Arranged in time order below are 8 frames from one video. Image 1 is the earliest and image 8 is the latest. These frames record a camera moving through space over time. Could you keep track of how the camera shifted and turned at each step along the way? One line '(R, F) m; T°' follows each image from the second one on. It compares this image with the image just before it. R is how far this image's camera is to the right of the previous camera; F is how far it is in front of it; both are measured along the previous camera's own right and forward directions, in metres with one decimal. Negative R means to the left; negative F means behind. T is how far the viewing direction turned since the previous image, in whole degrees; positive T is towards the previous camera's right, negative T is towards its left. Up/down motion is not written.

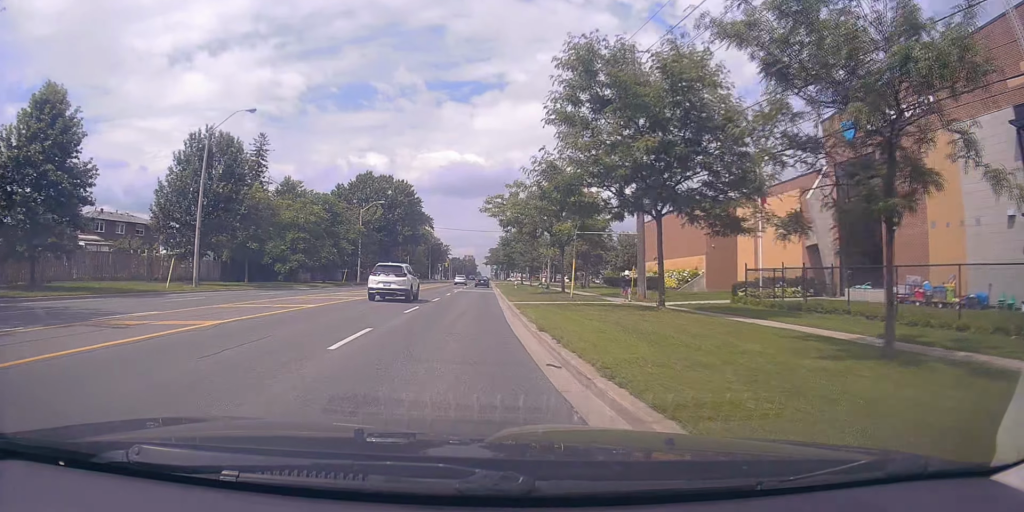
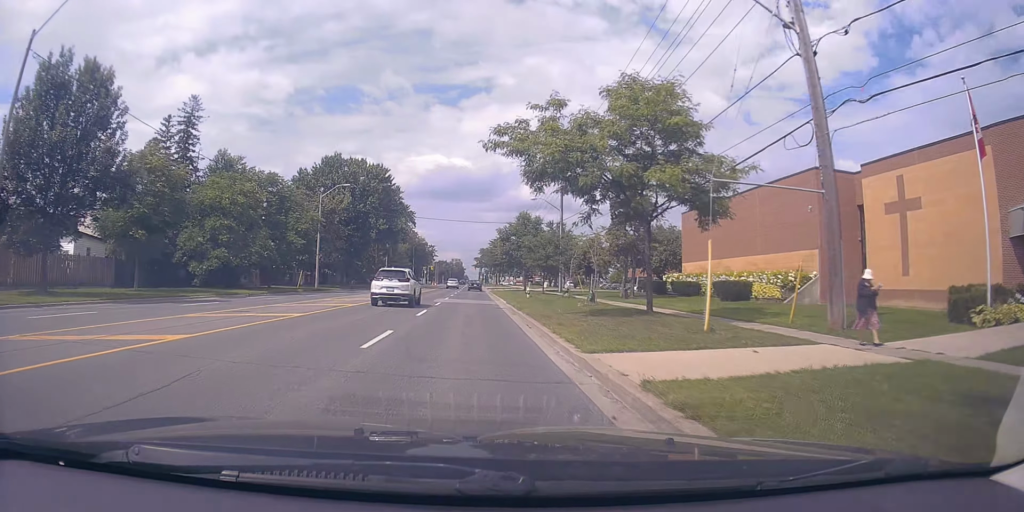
(0.0, +17.2) m; 0°
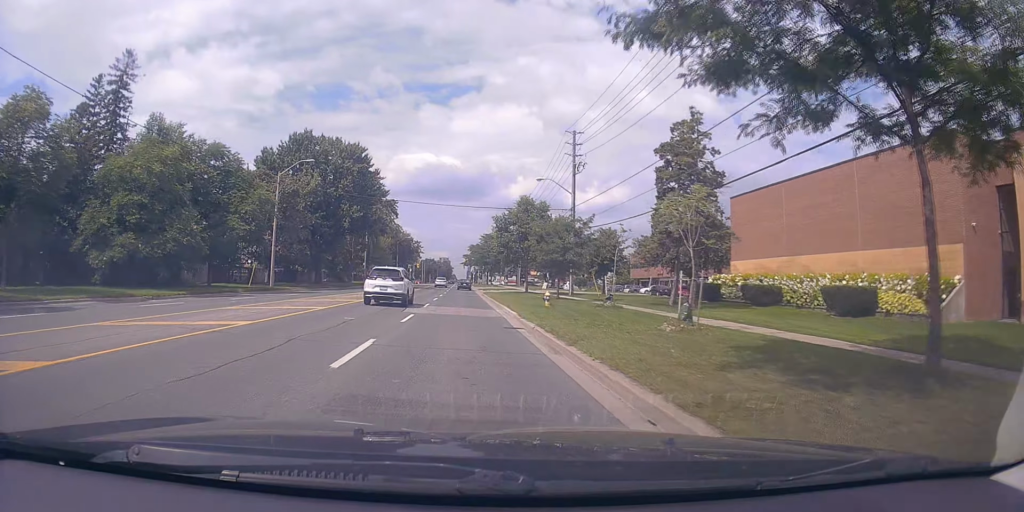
(-0.2, +11.4) m; +2°
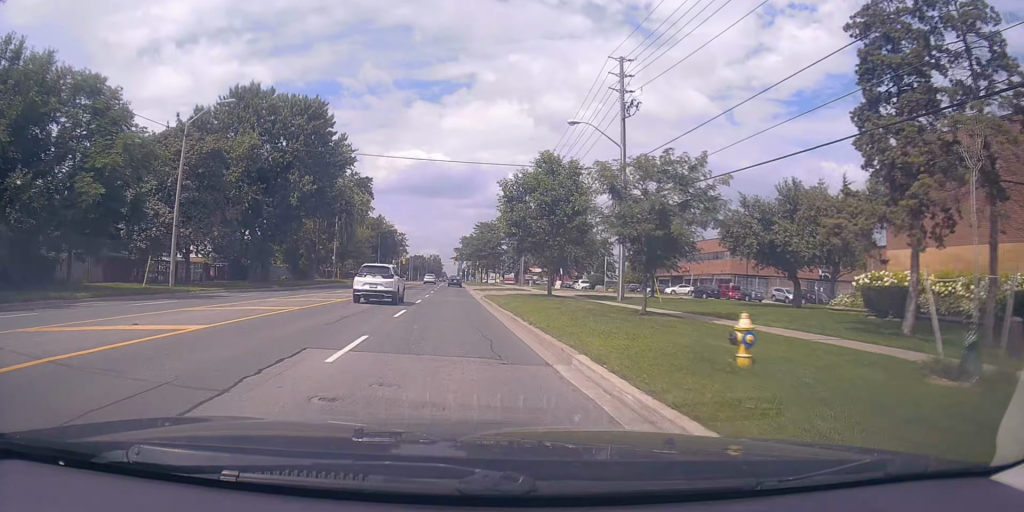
(+0.8, +16.9) m; +2°
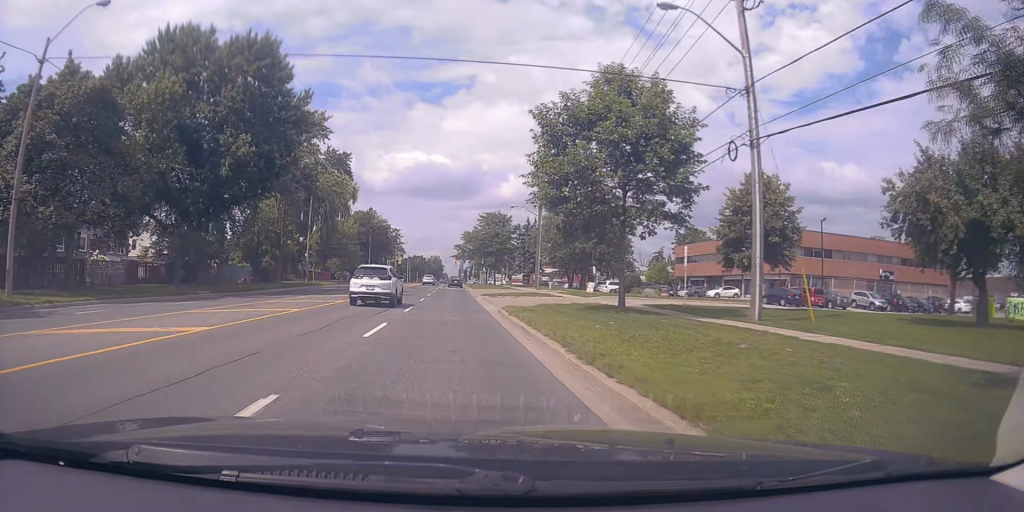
(-0.2, +14.6) m; 0°
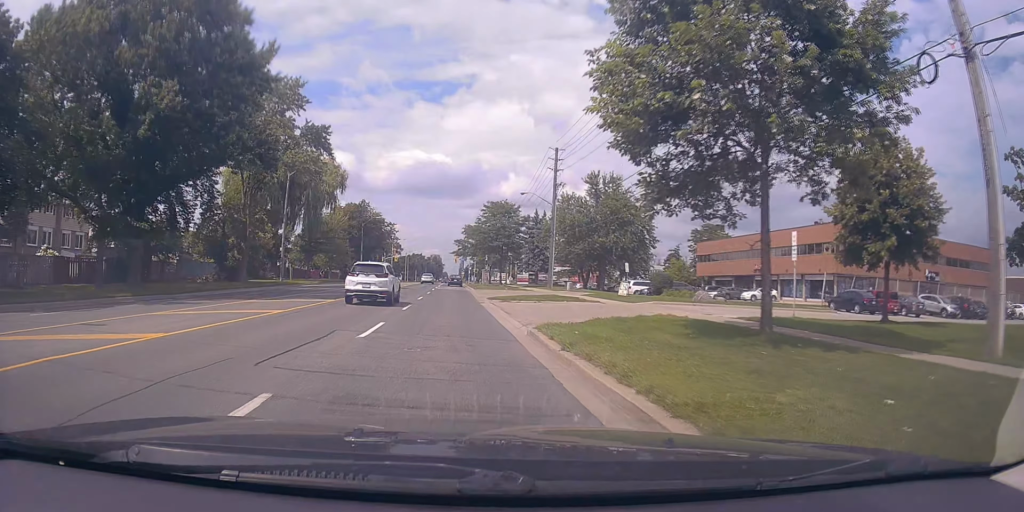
(0.0, +9.4) m; +1°
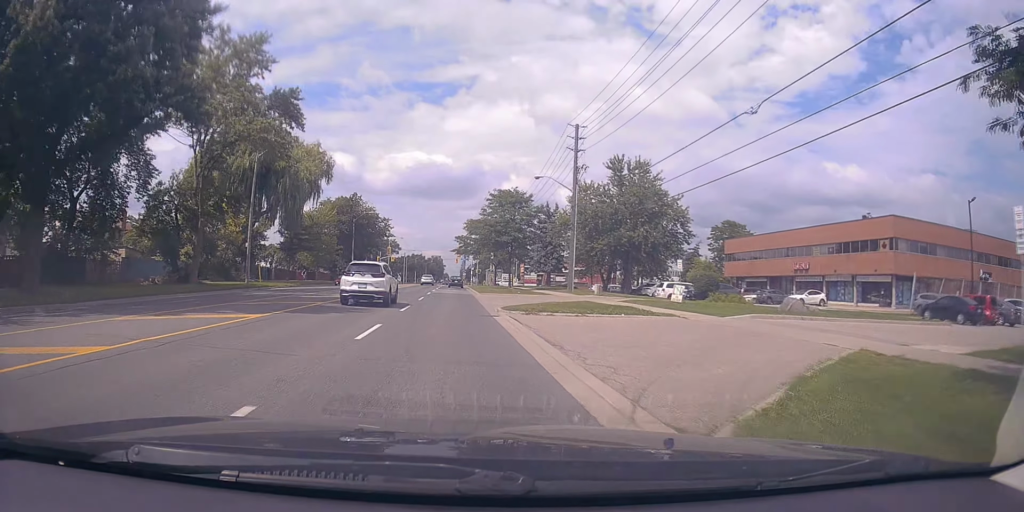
(+0.2, +9.5) m; -1°
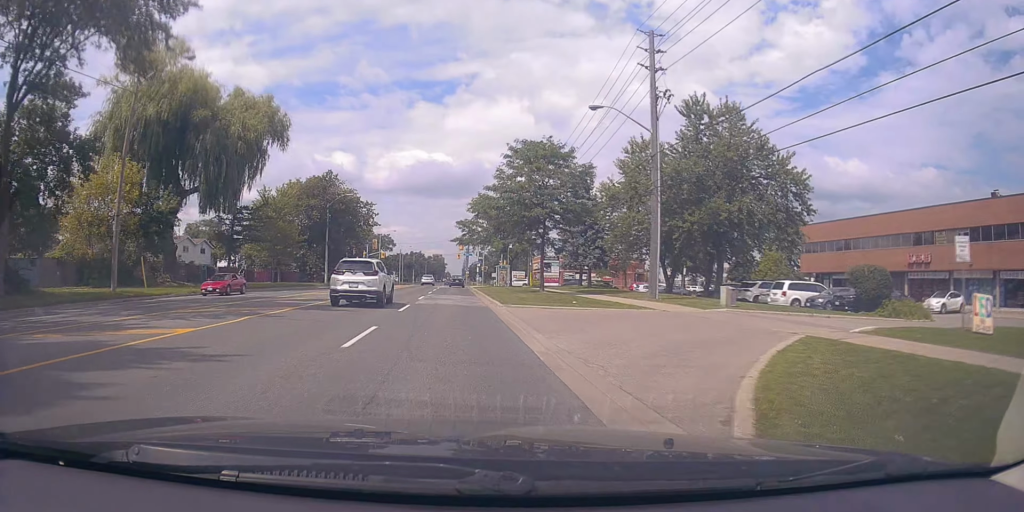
(-0.6, +19.6) m; -1°
